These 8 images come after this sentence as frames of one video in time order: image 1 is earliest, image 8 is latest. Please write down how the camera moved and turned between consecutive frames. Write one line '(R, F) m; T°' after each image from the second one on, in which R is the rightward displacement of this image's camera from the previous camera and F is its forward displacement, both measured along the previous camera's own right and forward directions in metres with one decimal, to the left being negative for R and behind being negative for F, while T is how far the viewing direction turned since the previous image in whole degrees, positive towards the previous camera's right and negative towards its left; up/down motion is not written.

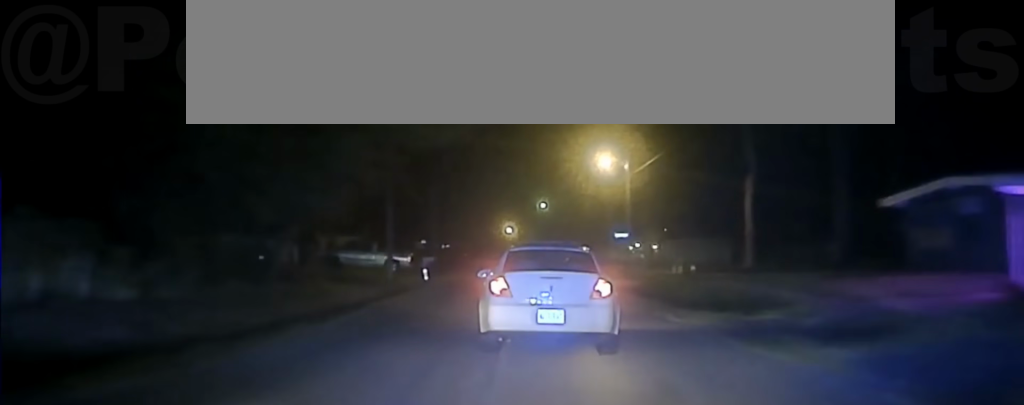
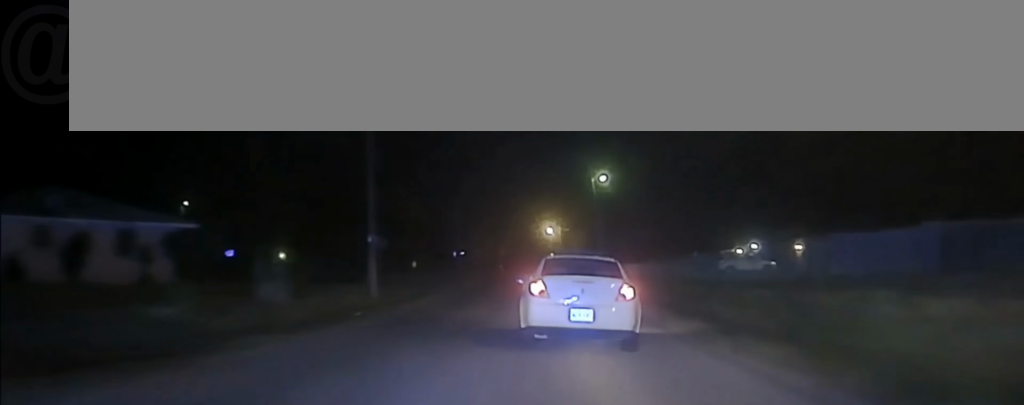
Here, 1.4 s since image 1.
(-0.2, +43.7) m; -2°
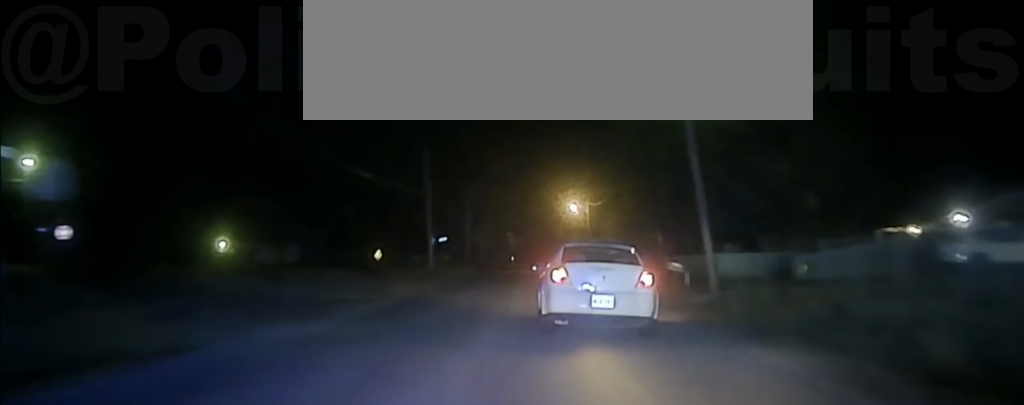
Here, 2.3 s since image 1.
(-0.8, +33.9) m; -3°
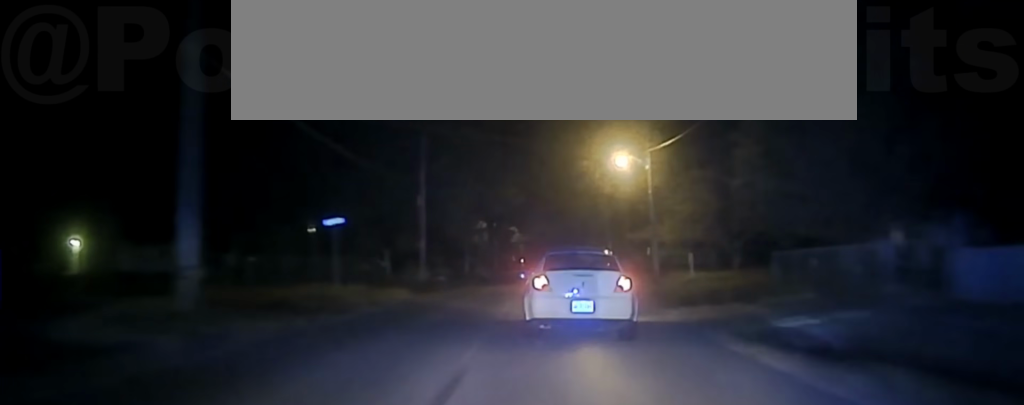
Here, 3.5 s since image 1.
(-1.1, +44.6) m; -2°
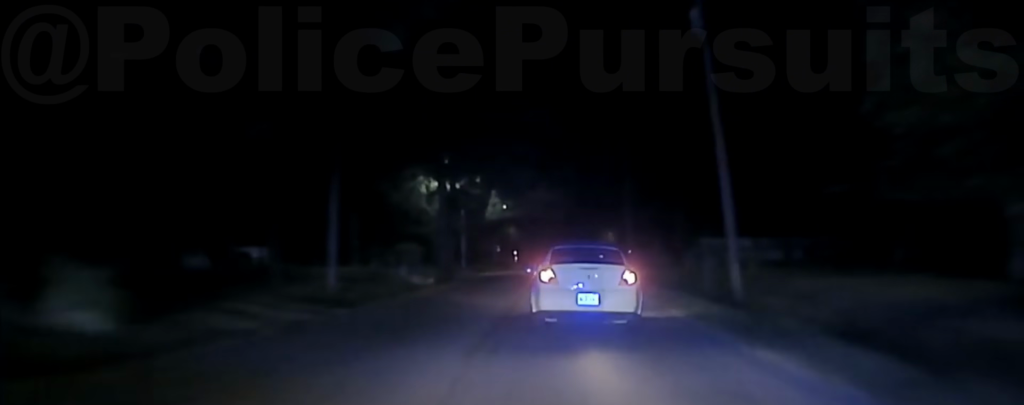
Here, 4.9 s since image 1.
(0.0, +53.5) m; 0°
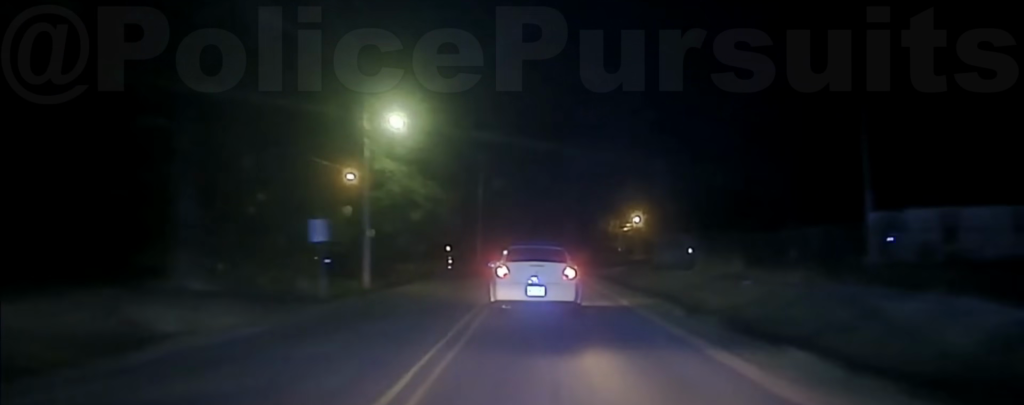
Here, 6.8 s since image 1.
(+0.2, +65.7) m; +1°
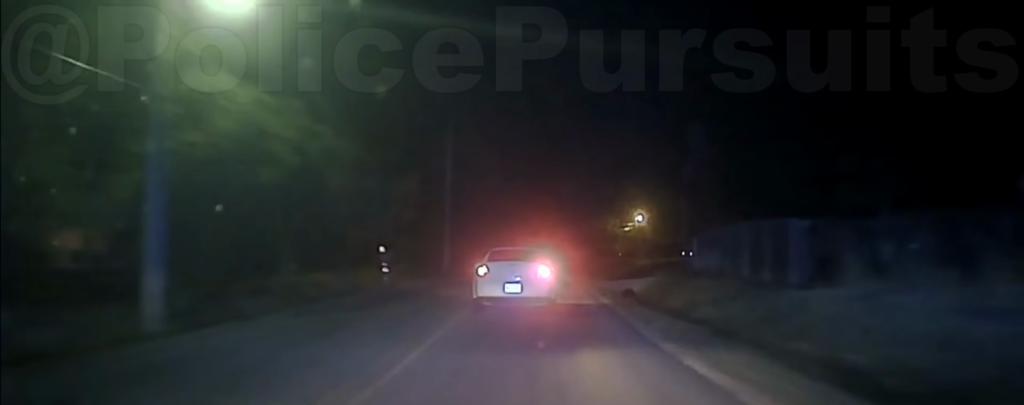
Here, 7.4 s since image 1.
(0.0, +18.4) m; +1°
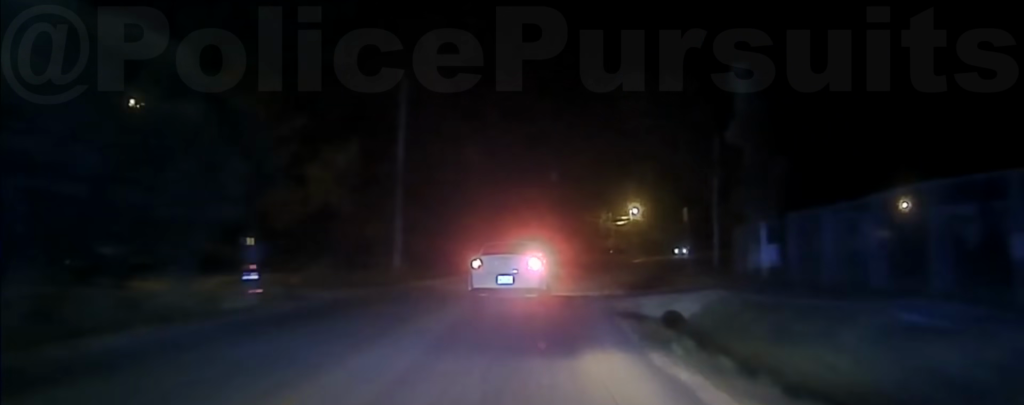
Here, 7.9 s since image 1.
(+0.2, +13.8) m; +1°
